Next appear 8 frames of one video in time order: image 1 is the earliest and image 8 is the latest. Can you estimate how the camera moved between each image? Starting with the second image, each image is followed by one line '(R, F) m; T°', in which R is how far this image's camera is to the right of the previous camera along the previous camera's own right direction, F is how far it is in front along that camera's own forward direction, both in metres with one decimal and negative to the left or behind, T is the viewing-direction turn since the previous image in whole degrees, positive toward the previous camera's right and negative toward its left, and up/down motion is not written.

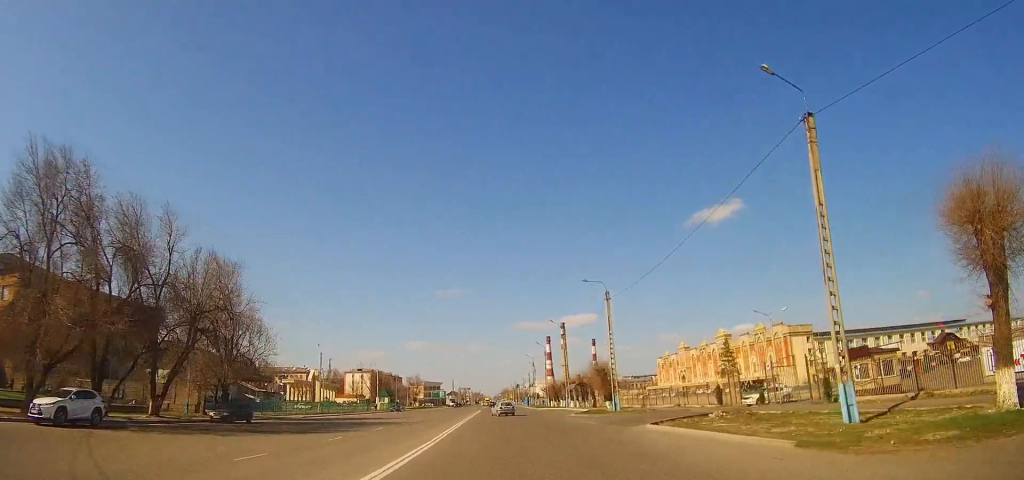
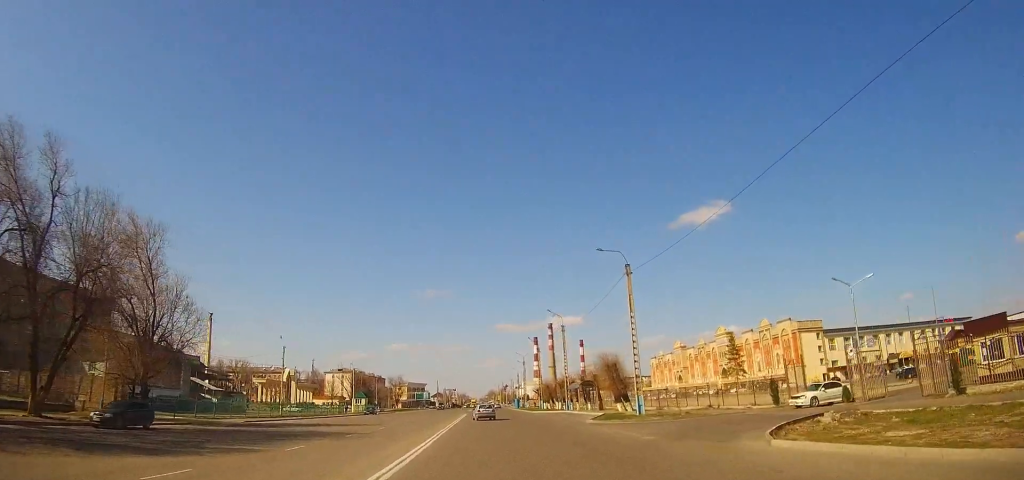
(+0.4, +13.0) m; +2°
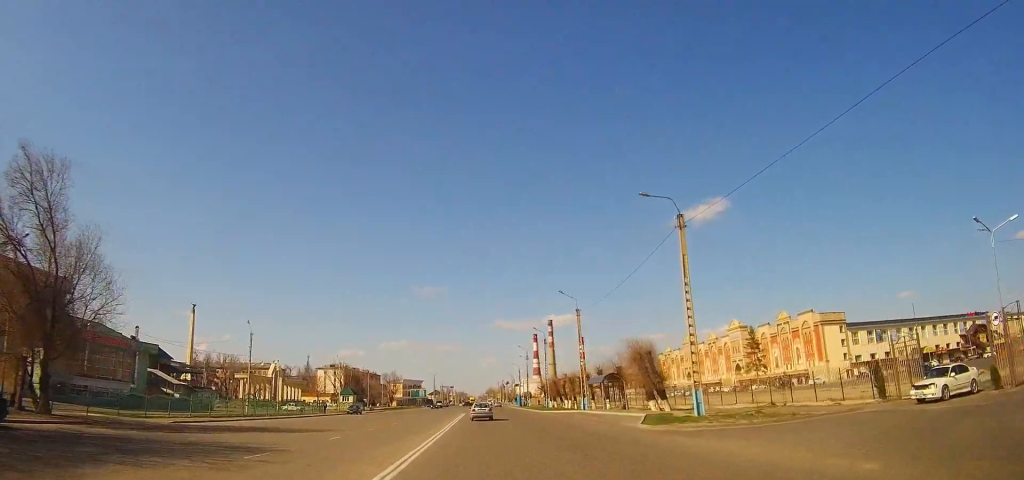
(0.0, +11.9) m; 0°
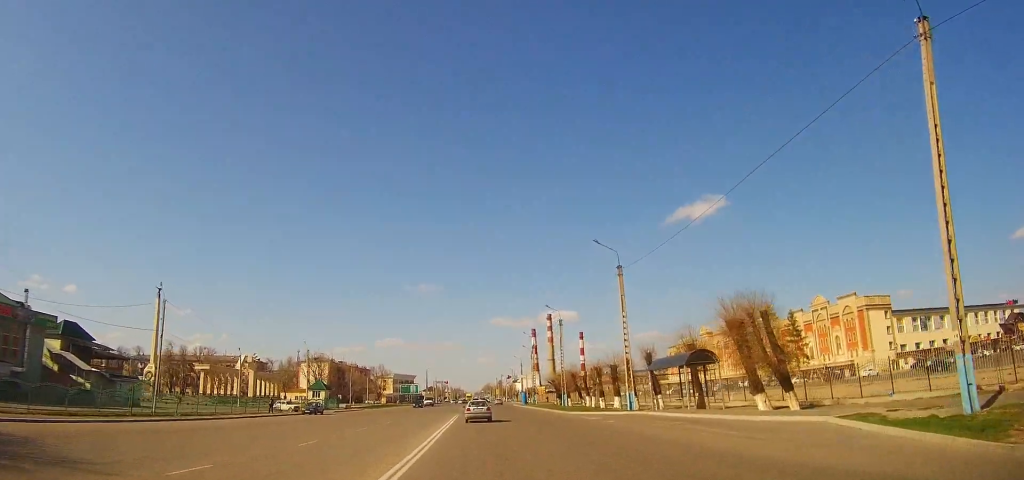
(0.0, +20.3) m; 0°
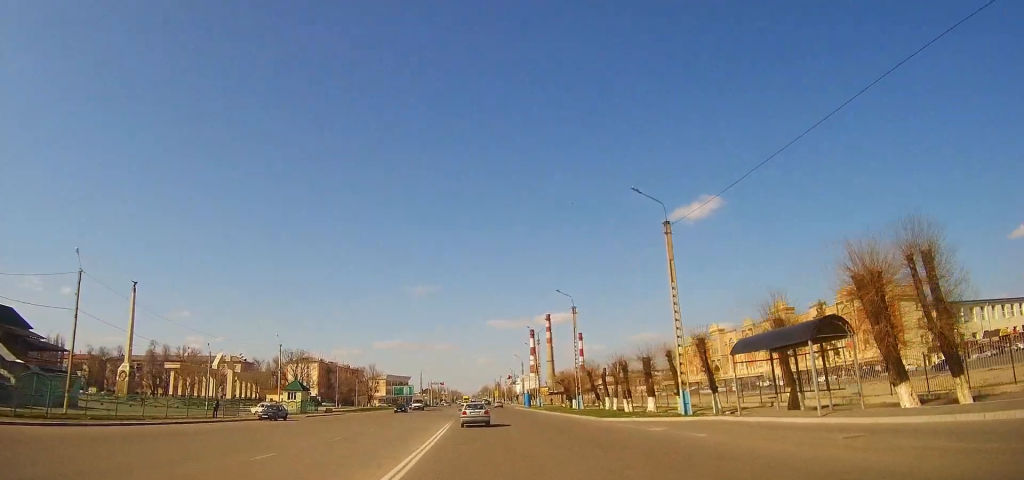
(-0.1, +12.0) m; 0°
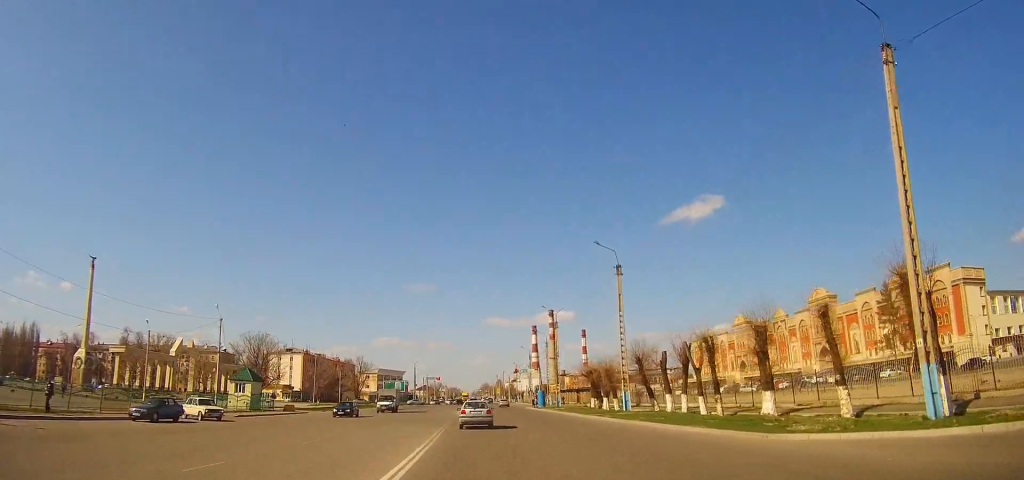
(0.0, +19.7) m; 0°
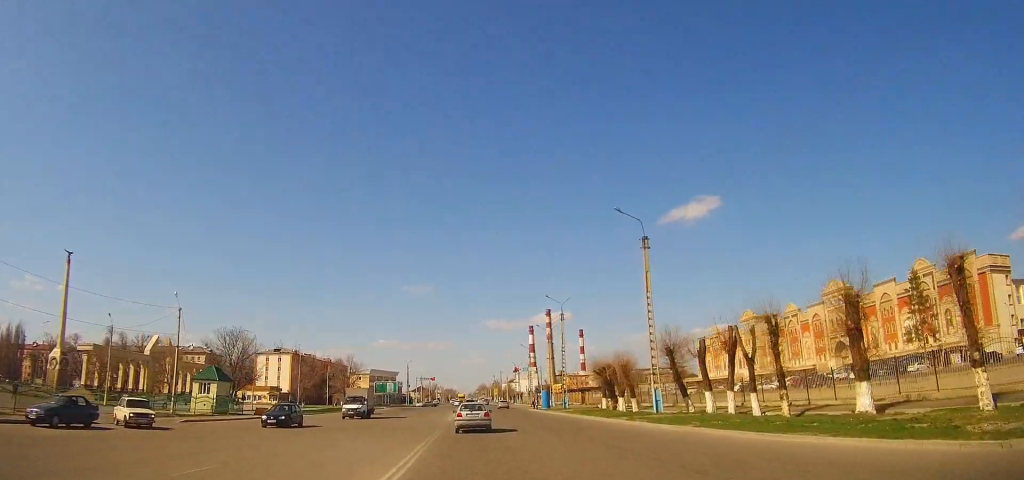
(0.0, +8.2) m; 0°
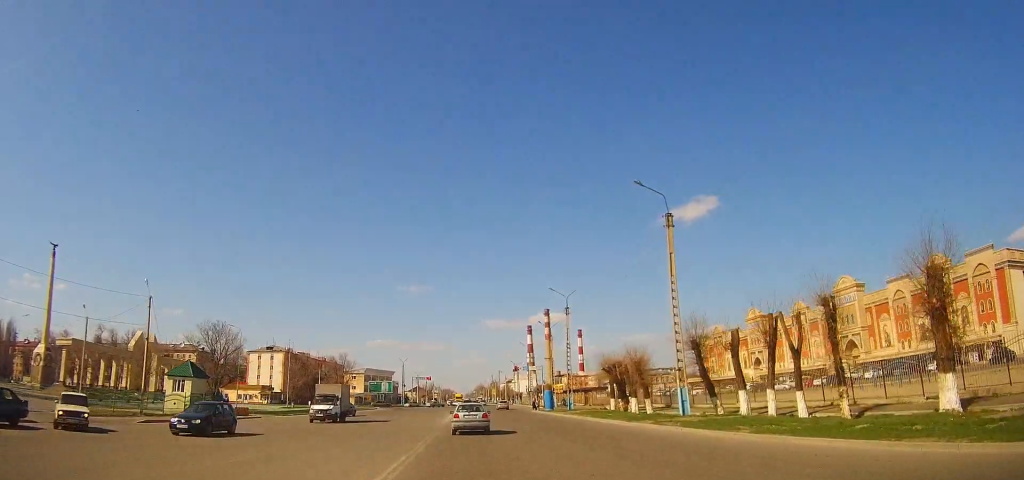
(0.0, +5.0) m; 0°
